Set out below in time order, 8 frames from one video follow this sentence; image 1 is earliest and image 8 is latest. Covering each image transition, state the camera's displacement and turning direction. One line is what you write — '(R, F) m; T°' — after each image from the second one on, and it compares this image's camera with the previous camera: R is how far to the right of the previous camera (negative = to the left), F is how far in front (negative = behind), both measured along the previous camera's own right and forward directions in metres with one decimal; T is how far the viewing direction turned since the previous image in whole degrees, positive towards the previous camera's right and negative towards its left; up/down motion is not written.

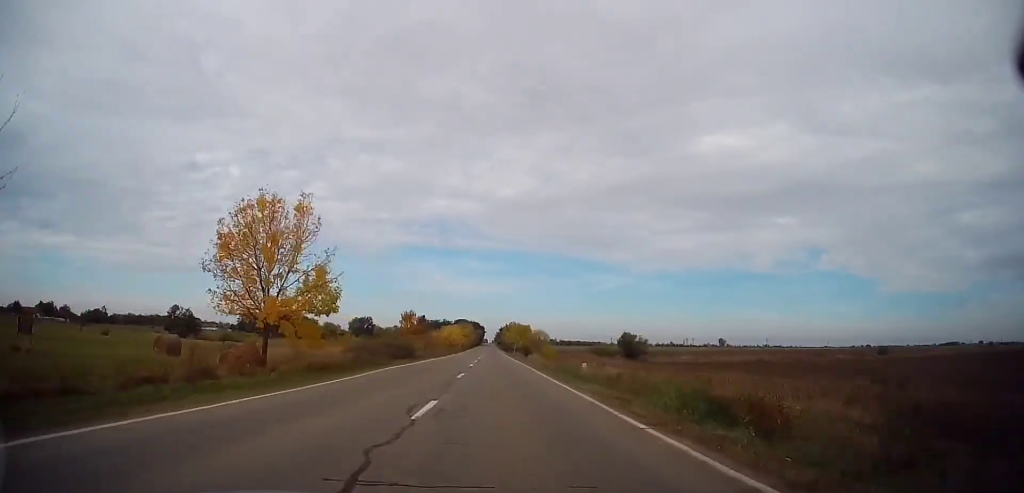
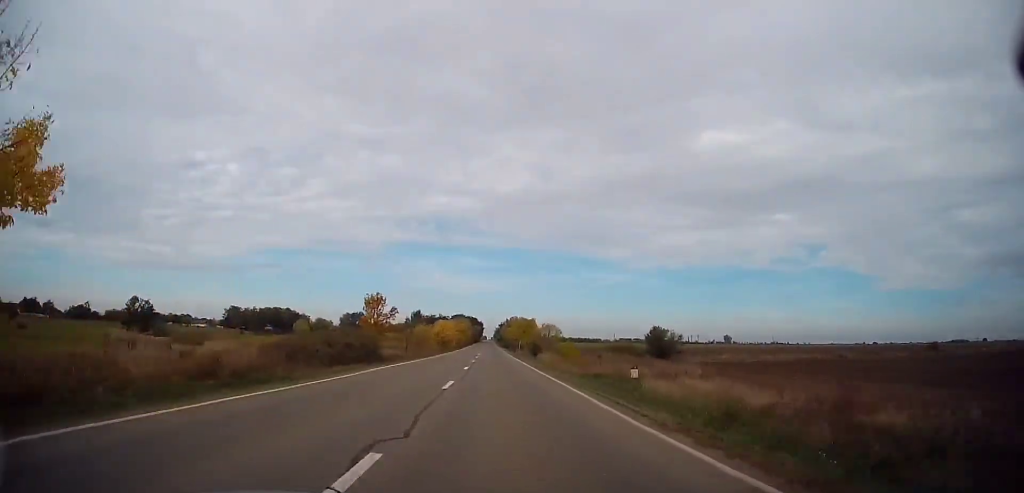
(0.0, +17.5) m; 0°
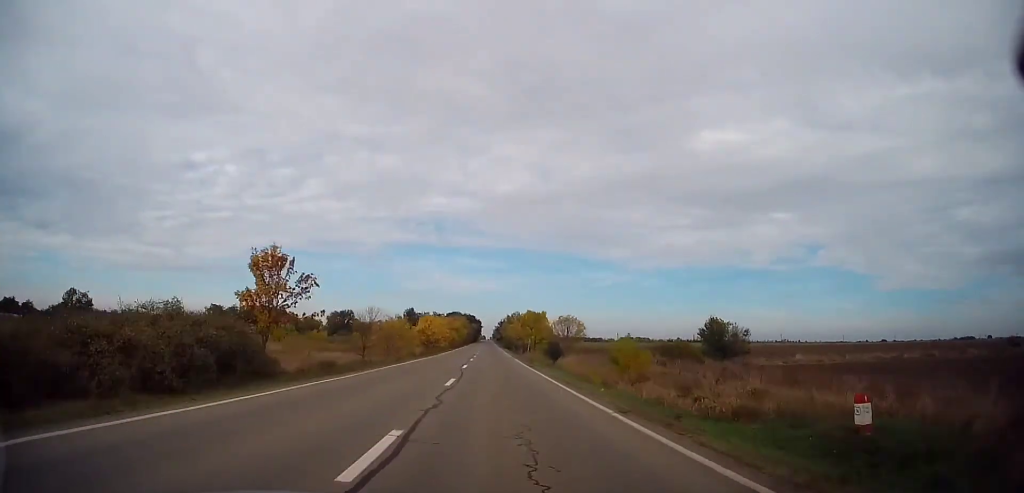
(0.0, +20.9) m; 0°
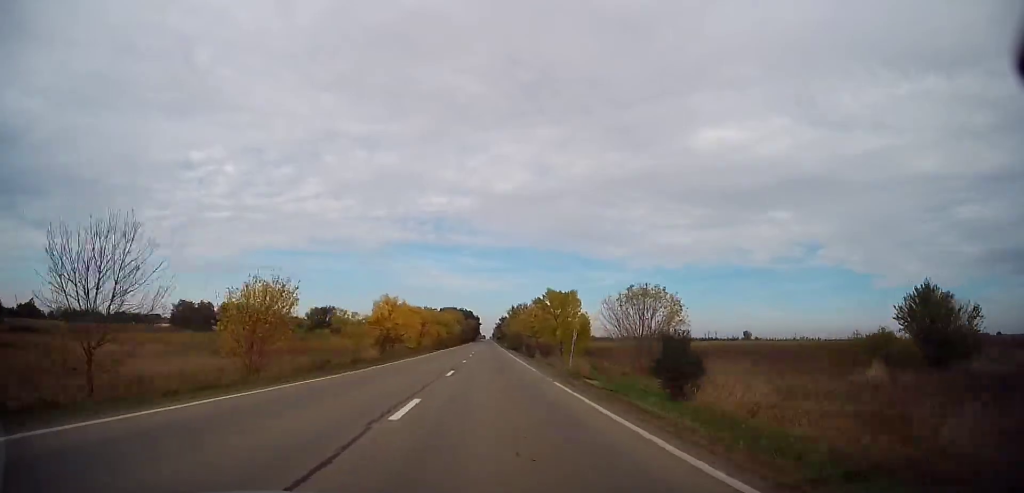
(-0.2, +31.2) m; 0°
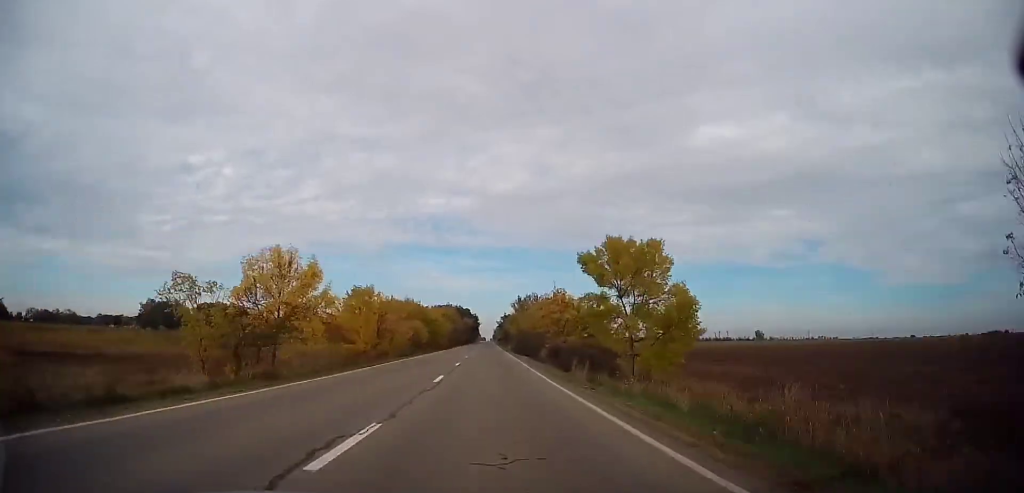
(0.0, +26.0) m; 0°
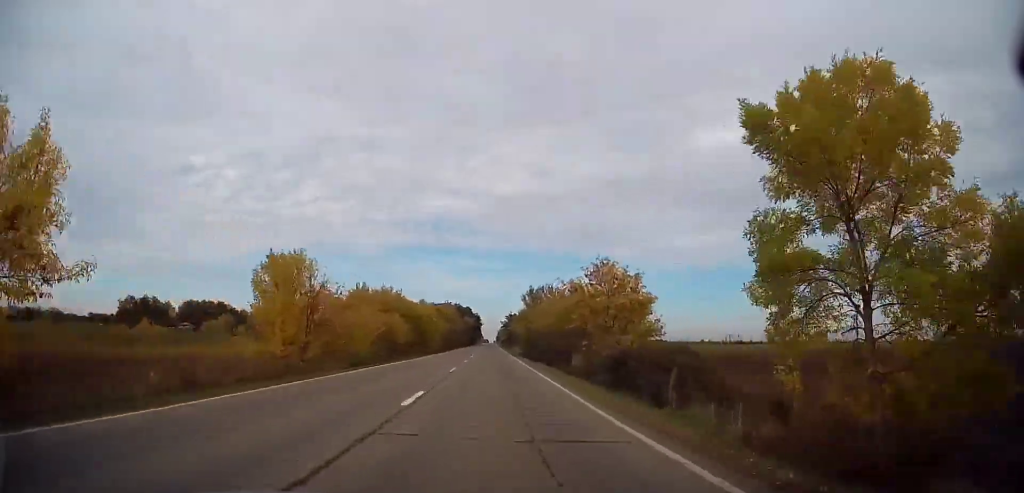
(+0.1, +17.2) m; 0°
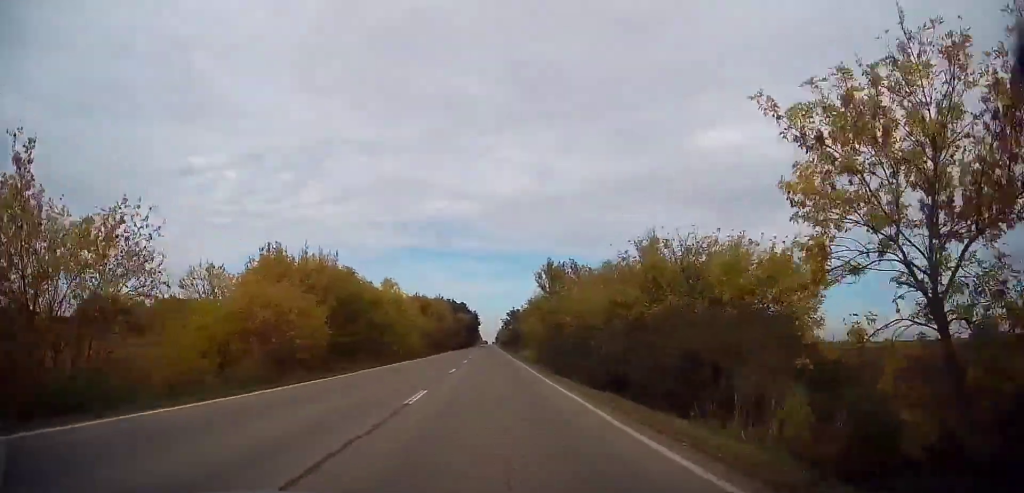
(-0.1, +22.3) m; 0°
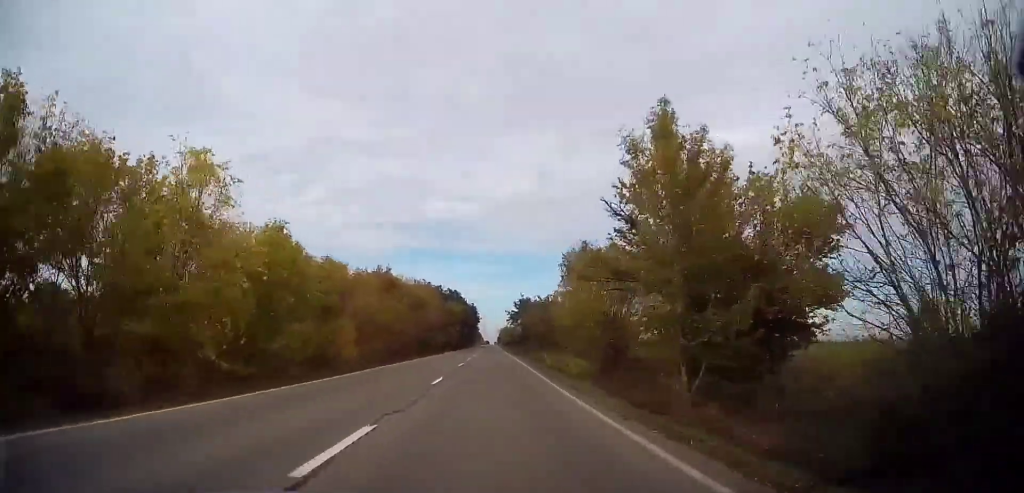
(+0.1, +29.2) m; 0°
